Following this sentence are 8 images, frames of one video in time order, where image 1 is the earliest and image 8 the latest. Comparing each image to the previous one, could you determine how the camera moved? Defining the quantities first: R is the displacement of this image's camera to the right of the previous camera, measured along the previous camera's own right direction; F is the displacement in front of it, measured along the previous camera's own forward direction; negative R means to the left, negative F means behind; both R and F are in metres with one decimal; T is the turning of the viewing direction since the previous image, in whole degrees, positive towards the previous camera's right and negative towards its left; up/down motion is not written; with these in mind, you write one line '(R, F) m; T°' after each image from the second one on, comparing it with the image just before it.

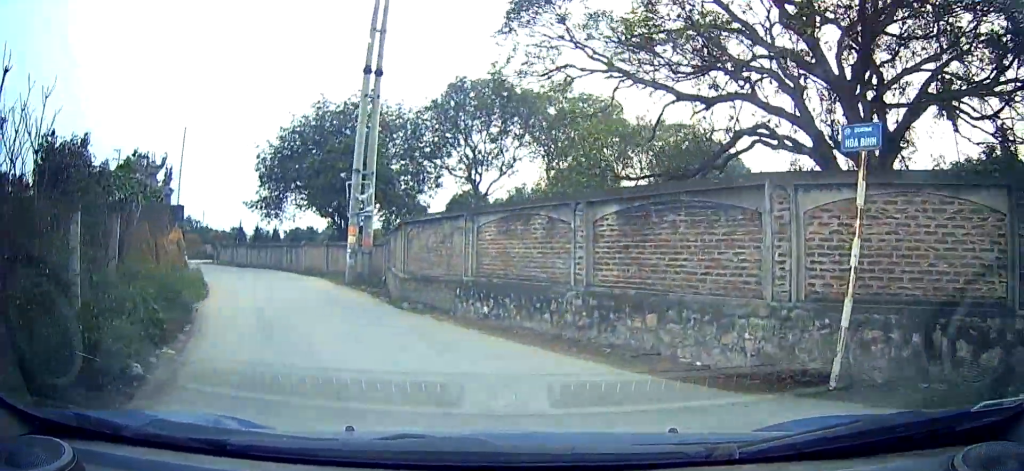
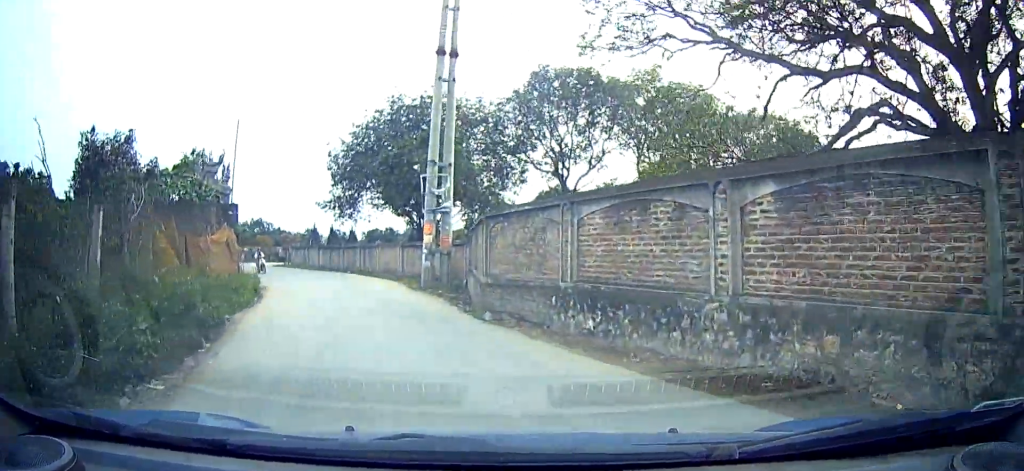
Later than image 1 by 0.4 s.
(+0.2, +2.7) m; -7°
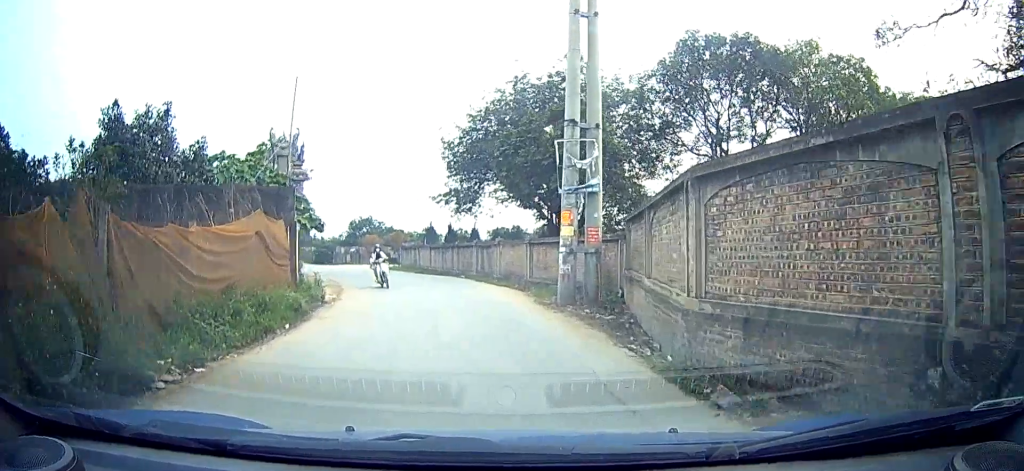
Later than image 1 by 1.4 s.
(-1.4, +5.9) m; -10°
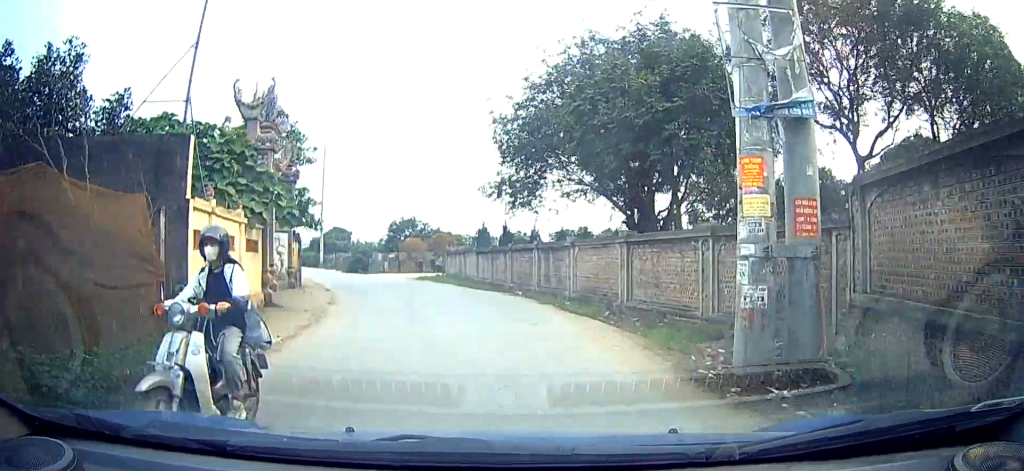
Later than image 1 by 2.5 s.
(+0.6, +5.8) m; -4°
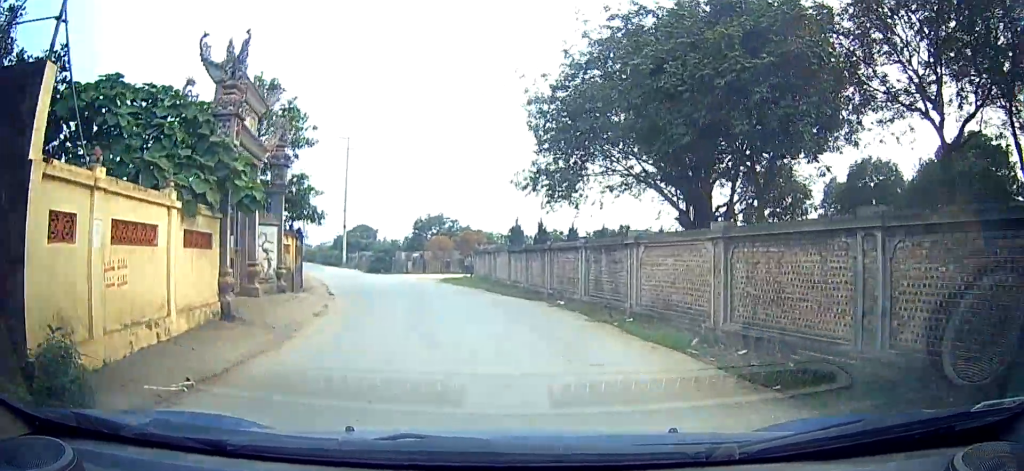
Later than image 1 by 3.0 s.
(-0.3, +2.6) m; -6°
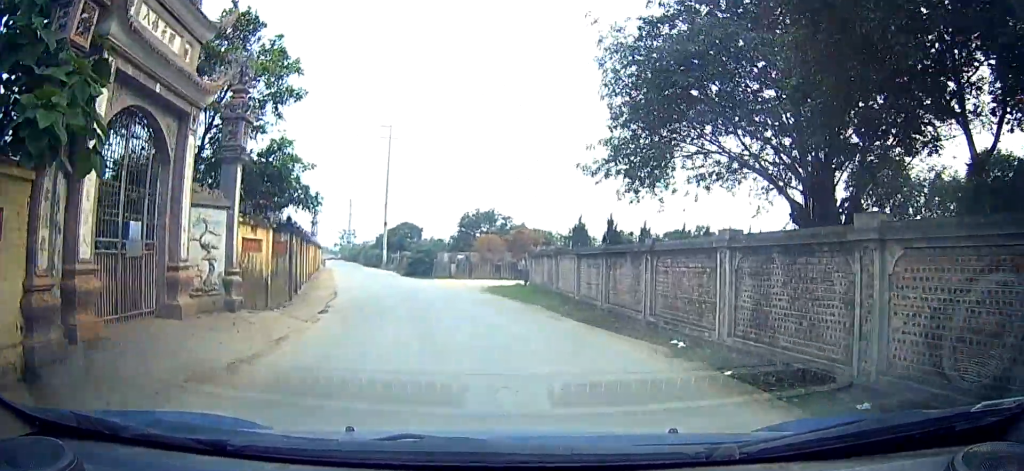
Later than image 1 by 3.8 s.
(-0.8, +4.3) m; -11°
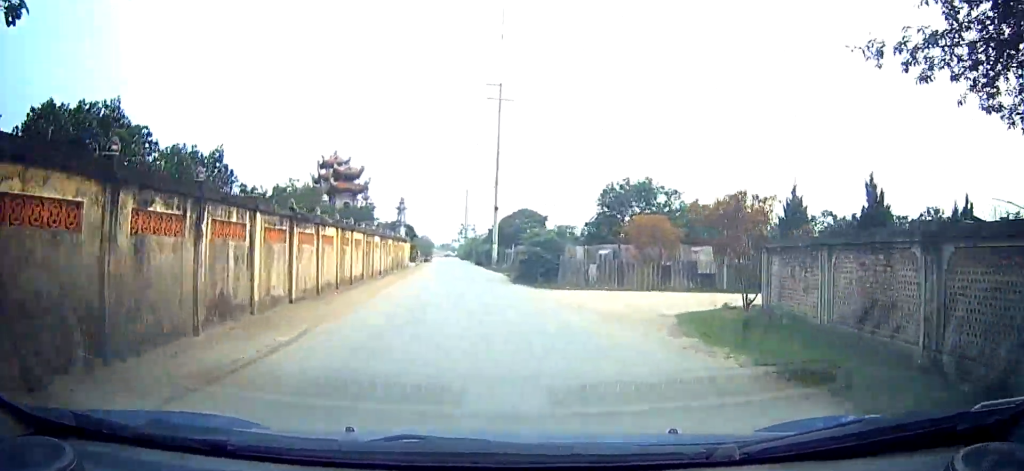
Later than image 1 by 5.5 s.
(-0.8, +9.8) m; -22°
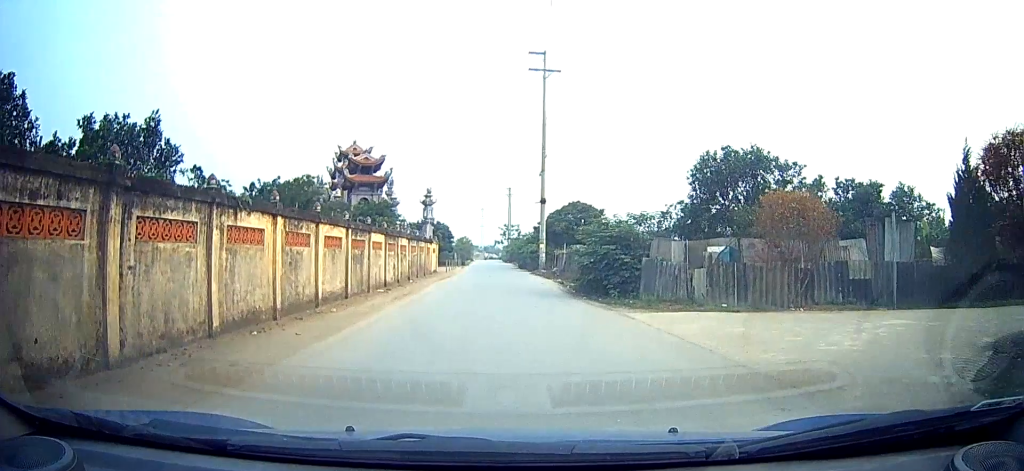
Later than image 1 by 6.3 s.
(-1.1, +5.6) m; -8°
